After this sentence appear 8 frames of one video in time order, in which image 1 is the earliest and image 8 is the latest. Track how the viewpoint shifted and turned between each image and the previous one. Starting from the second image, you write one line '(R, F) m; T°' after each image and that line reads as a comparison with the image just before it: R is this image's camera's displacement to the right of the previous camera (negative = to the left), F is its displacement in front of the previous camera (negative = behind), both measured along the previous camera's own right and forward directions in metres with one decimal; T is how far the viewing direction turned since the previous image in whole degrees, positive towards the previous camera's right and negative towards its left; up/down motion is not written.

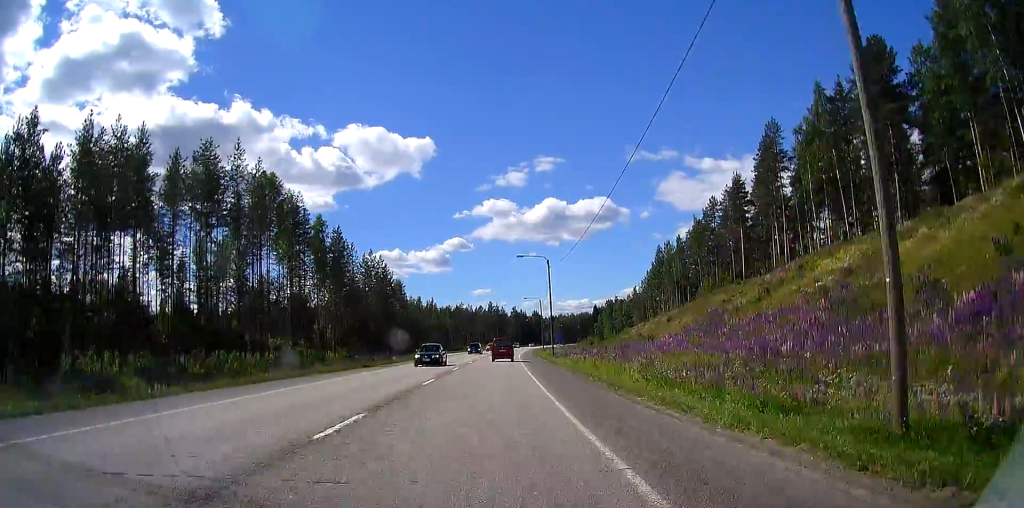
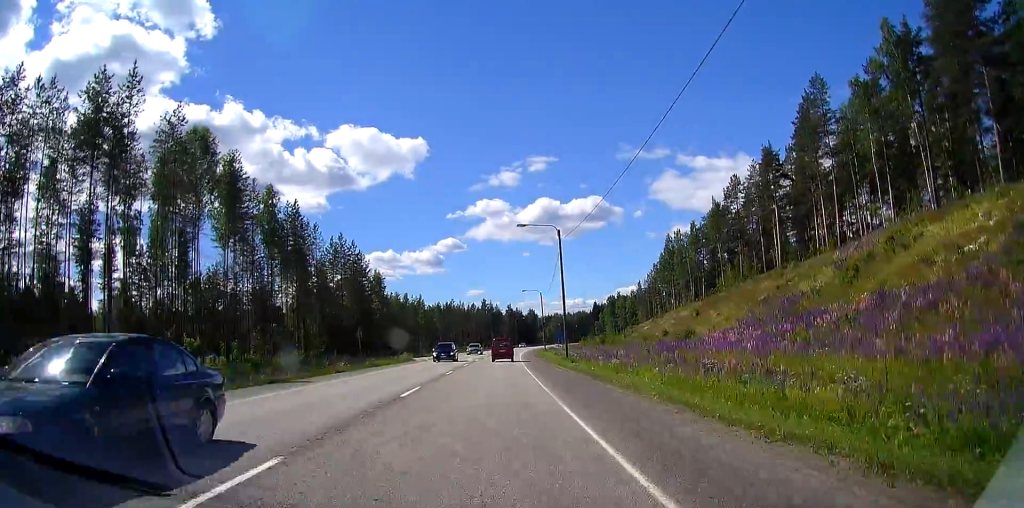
(0.0, +16.2) m; 0°
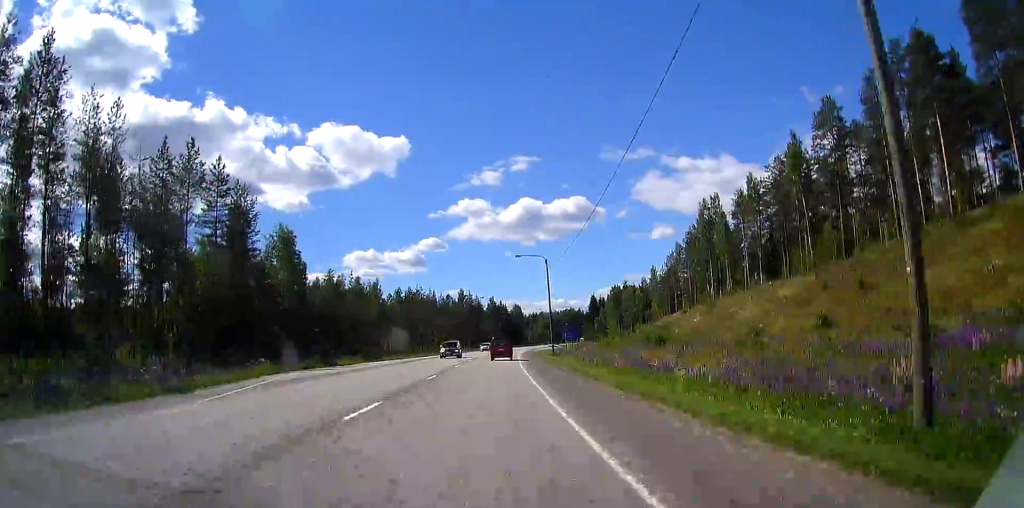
(0.0, +40.6) m; +1°
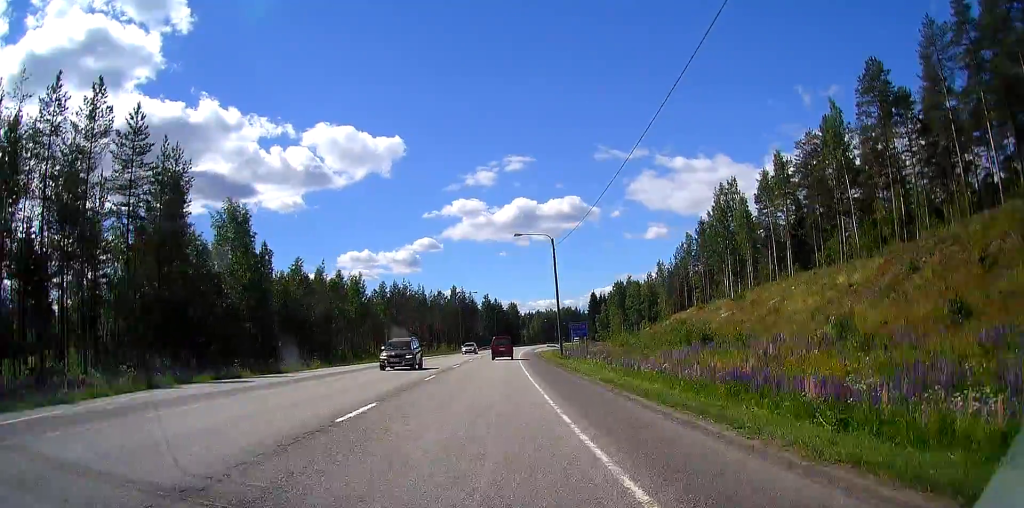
(+0.1, +12.1) m; +1°
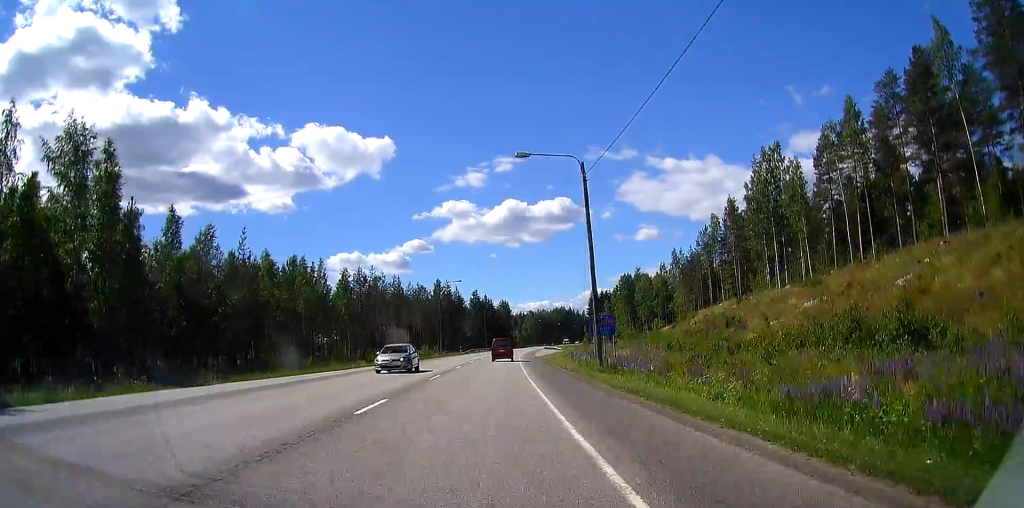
(+0.3, +22.2) m; +1°
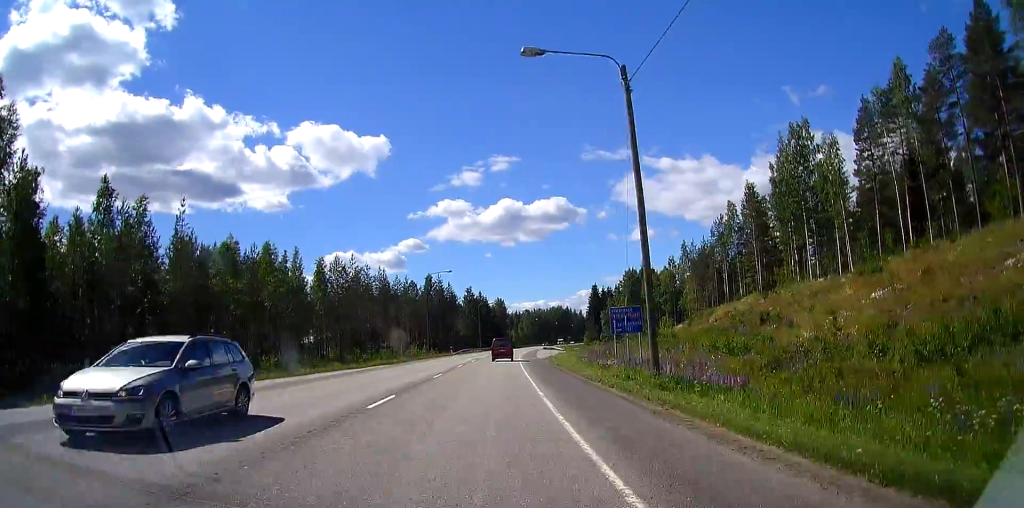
(0.0, +10.8) m; +1°
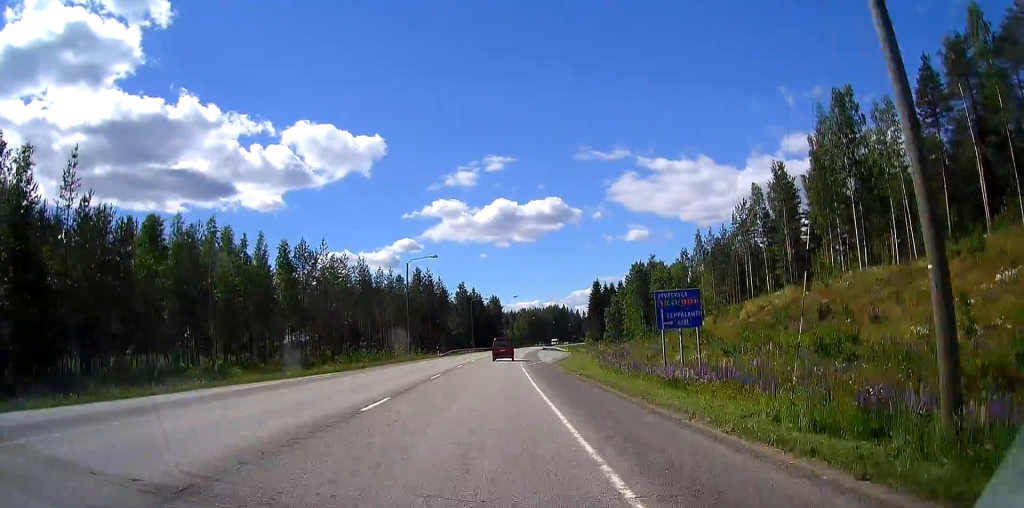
(+0.1, +12.8) m; 0°
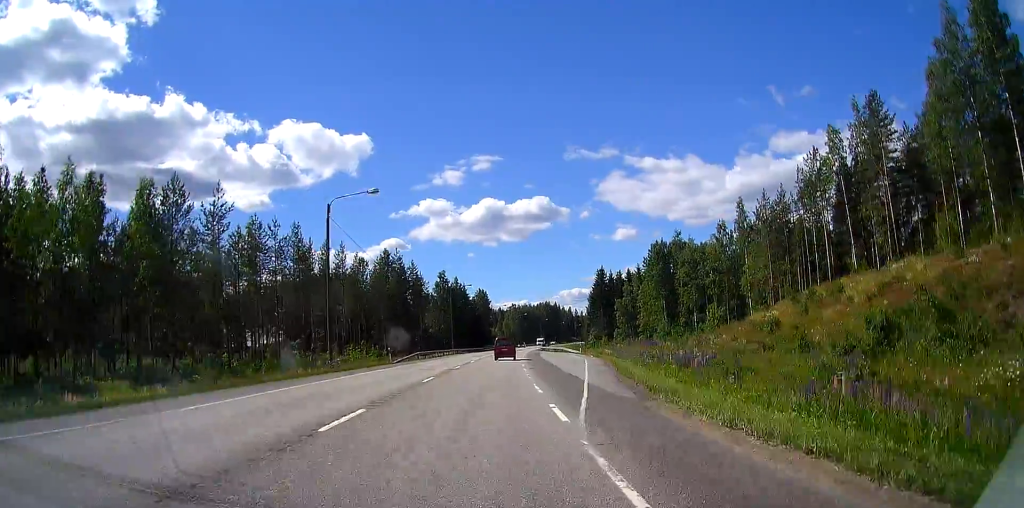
(+0.1, +26.9) m; +1°
